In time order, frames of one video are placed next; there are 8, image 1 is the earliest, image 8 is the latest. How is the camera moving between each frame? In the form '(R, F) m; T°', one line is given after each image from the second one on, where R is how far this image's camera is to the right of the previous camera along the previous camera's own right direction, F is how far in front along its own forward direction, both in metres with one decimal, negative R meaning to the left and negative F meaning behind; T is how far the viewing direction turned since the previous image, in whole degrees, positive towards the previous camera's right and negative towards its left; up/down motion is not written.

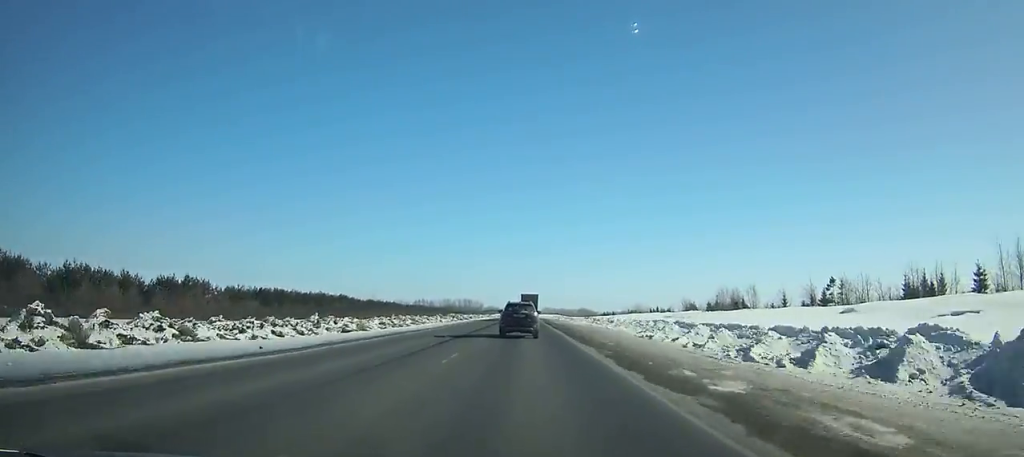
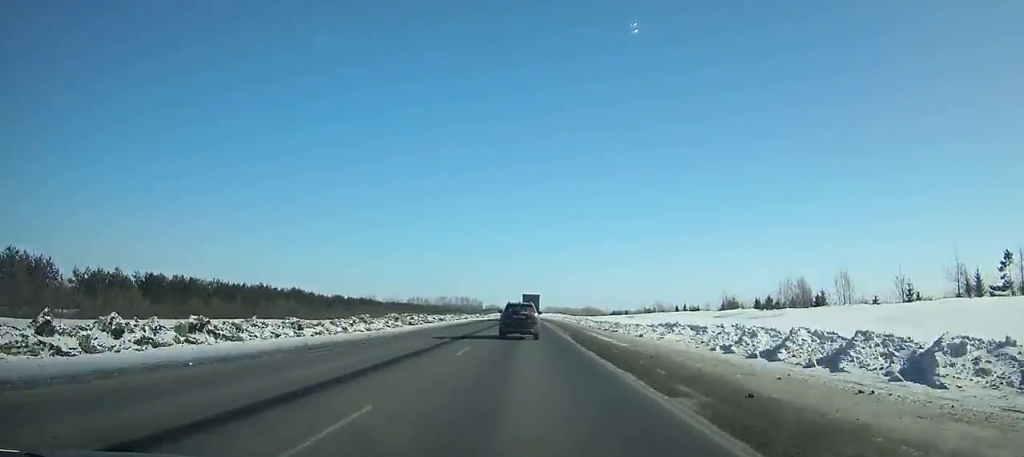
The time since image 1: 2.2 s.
(+0.1, +45.1) m; 0°
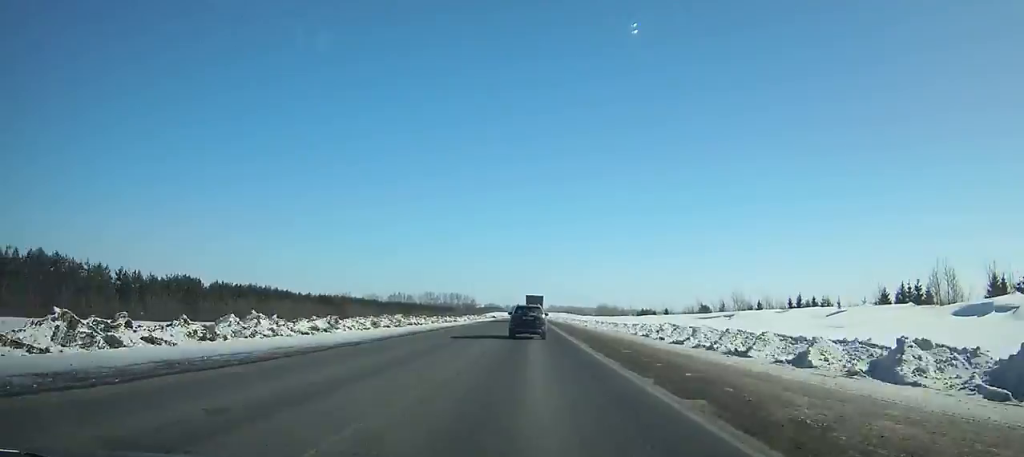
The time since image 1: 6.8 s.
(-0.4, +95.8) m; 0°
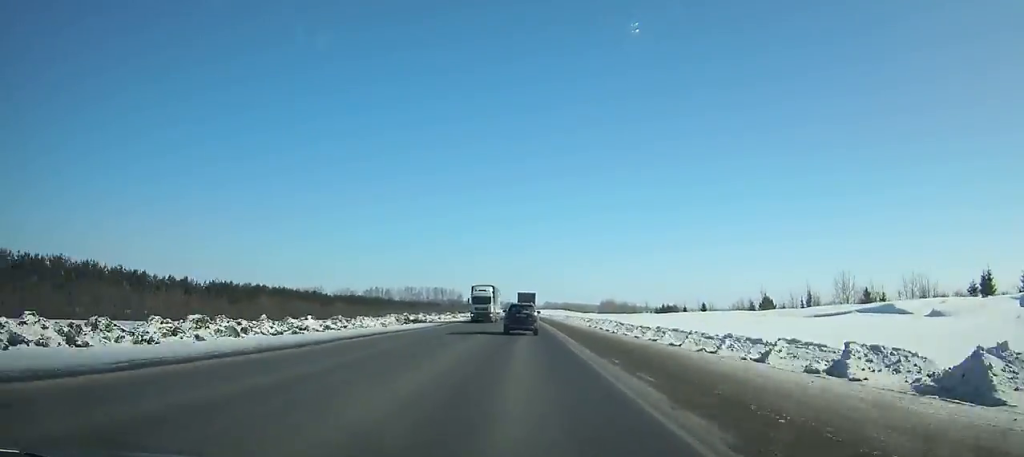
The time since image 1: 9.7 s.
(+0.1, +62.3) m; 0°
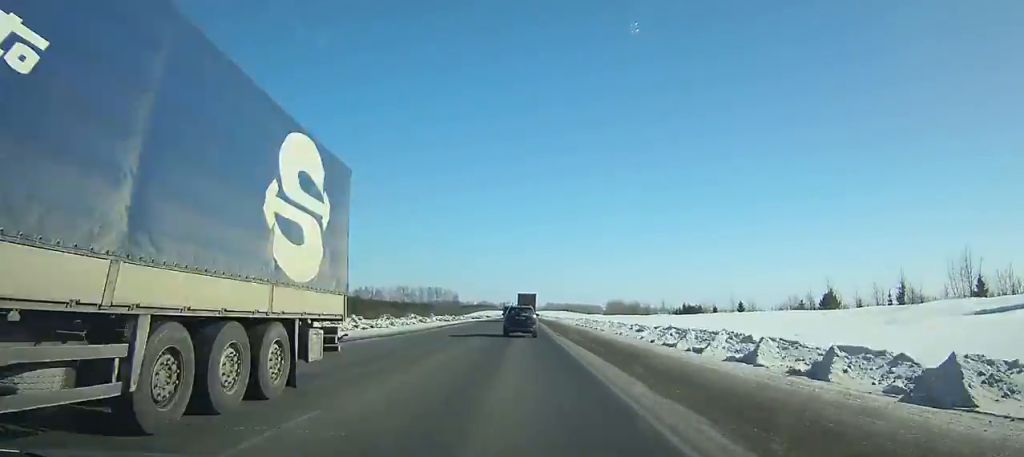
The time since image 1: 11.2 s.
(0.0, +32.9) m; 0°
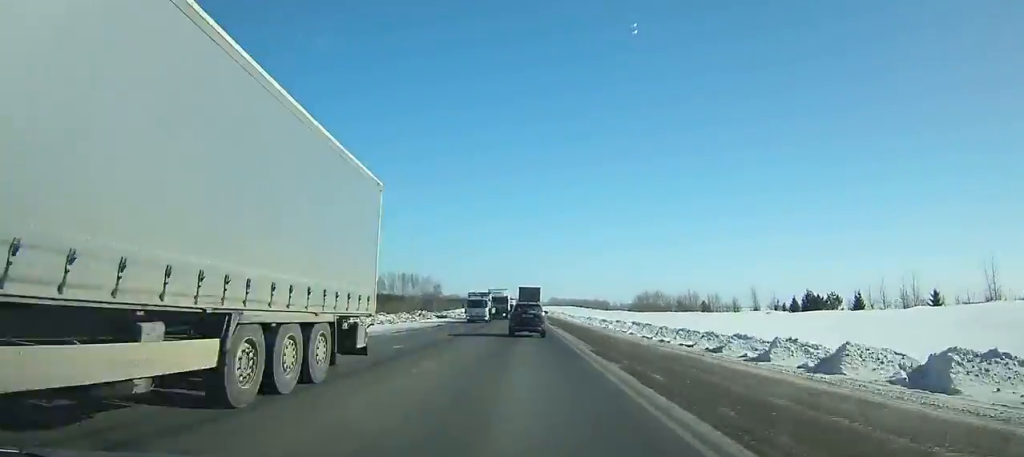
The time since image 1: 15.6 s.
(-0.3, +98.1) m; 0°
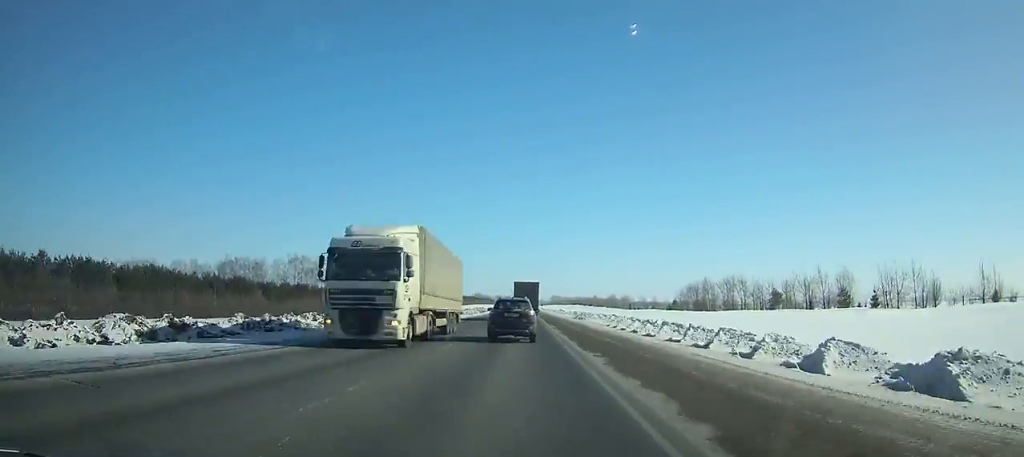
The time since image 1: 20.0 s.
(-0.2, +97.3) m; 0°
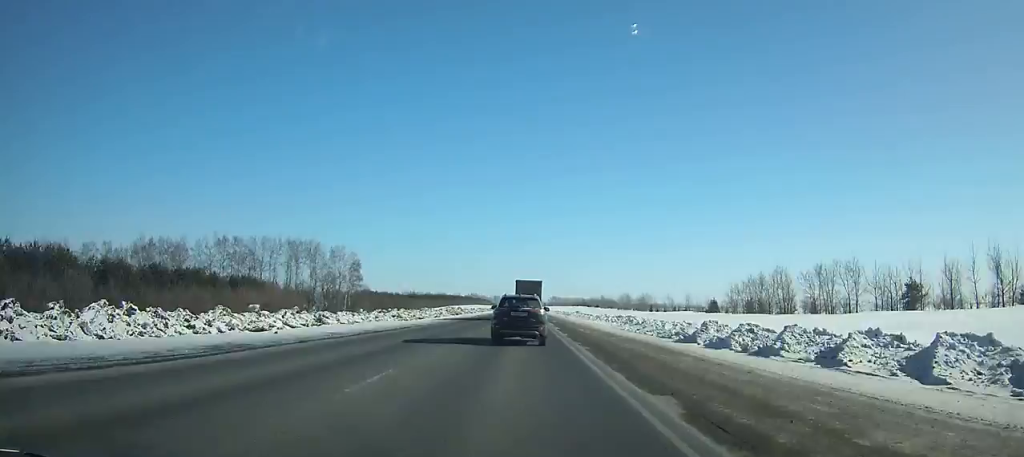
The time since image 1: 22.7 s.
(-0.1, +57.8) m; 0°
